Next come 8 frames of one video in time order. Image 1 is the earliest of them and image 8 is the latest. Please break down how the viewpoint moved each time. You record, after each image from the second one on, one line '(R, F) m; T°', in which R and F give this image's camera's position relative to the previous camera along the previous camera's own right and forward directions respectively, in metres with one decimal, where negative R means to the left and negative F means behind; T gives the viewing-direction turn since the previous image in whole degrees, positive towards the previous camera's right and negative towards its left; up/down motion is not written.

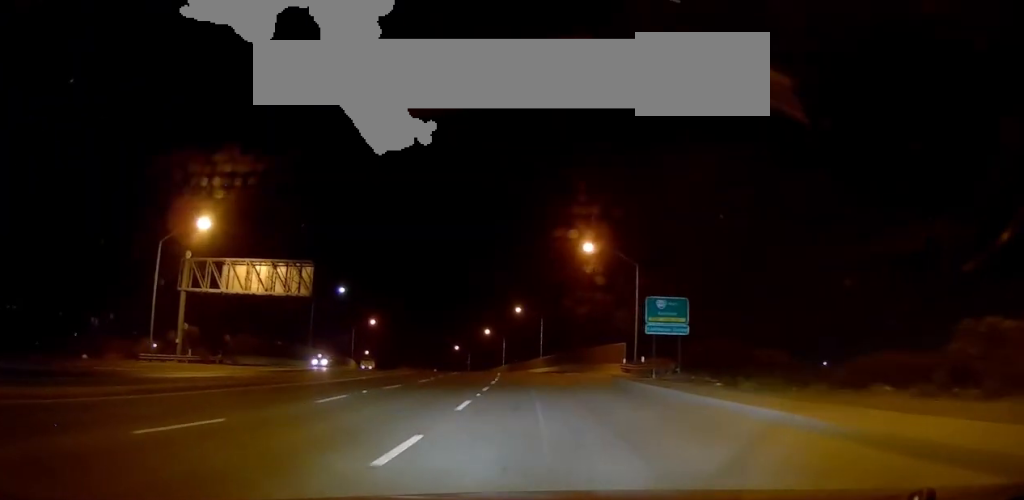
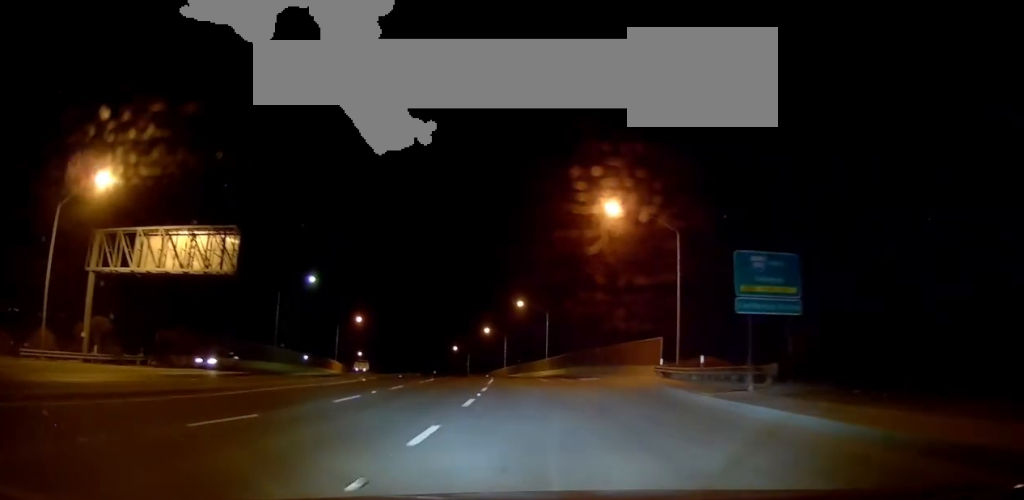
(0.0, +11.9) m; 0°
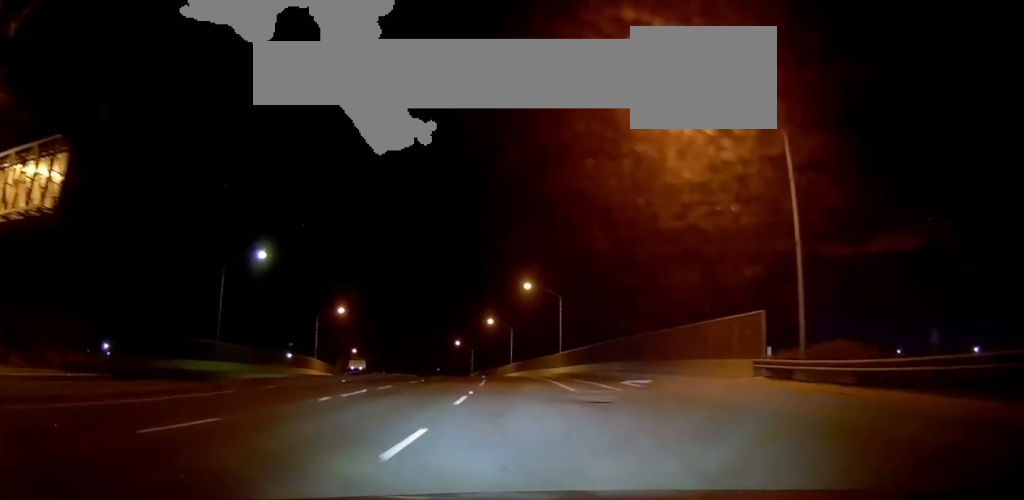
(-0.1, +14.8) m; -1°
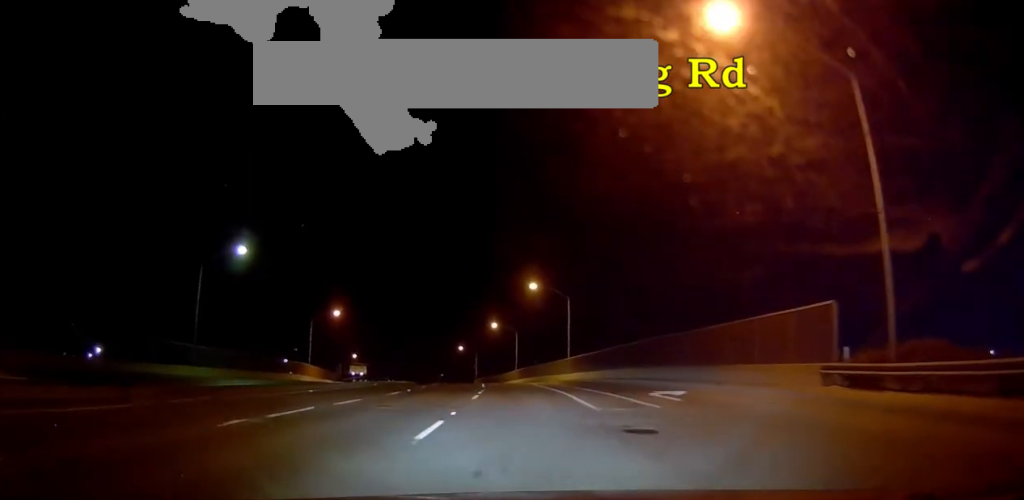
(-0.1, +5.0) m; -1°
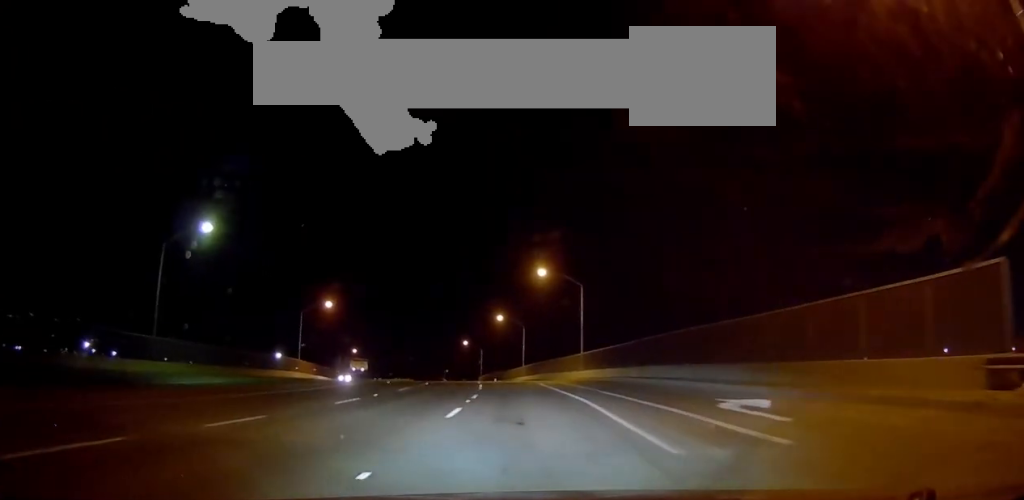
(0.0, +7.1) m; 0°
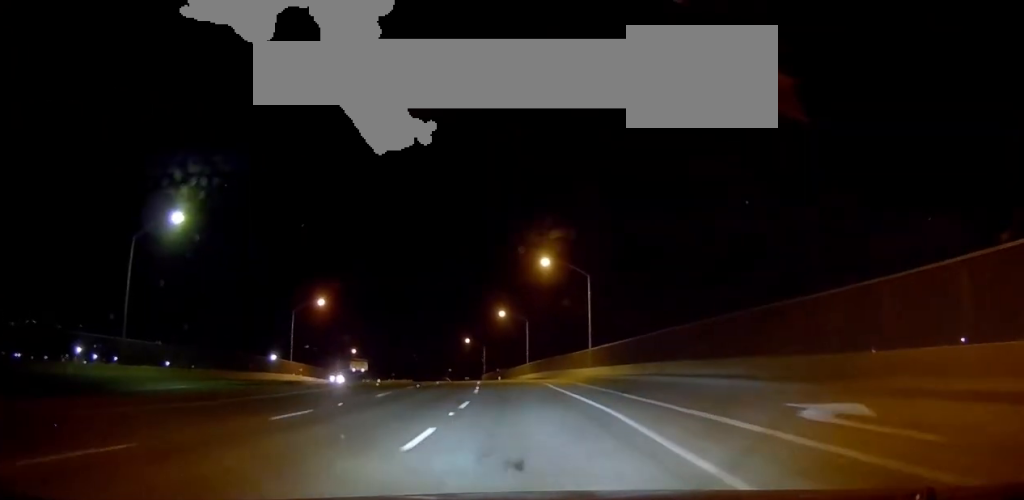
(0.0, +4.3) m; 0°
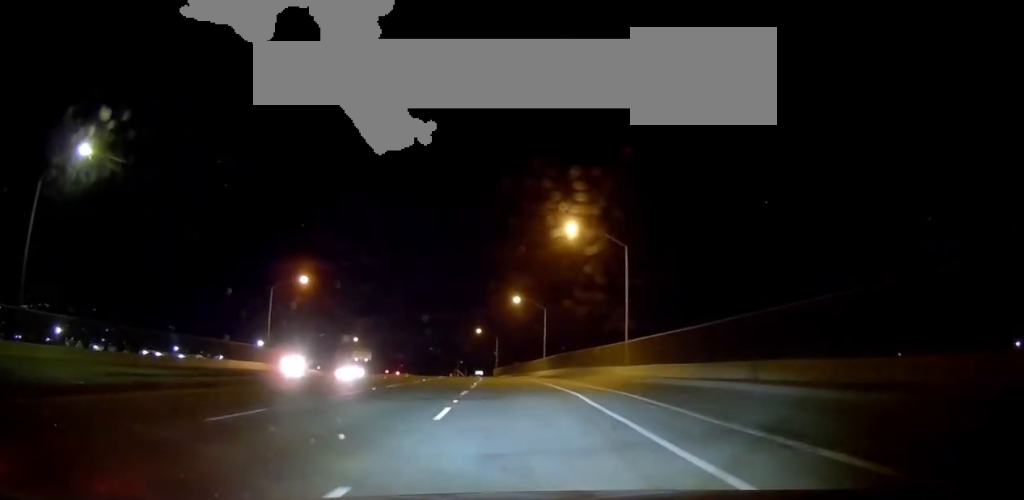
(+0.1, +12.1) m; -1°
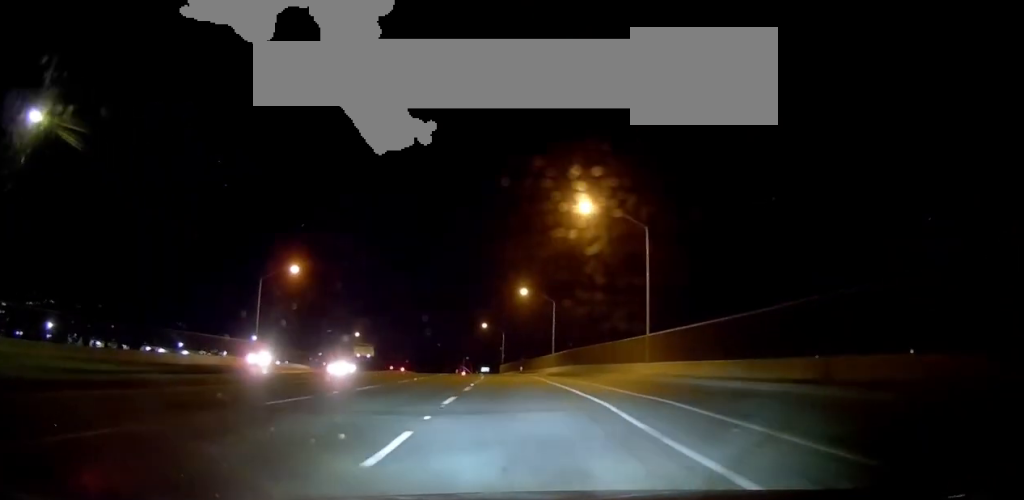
(0.0, +5.2) m; -1°
